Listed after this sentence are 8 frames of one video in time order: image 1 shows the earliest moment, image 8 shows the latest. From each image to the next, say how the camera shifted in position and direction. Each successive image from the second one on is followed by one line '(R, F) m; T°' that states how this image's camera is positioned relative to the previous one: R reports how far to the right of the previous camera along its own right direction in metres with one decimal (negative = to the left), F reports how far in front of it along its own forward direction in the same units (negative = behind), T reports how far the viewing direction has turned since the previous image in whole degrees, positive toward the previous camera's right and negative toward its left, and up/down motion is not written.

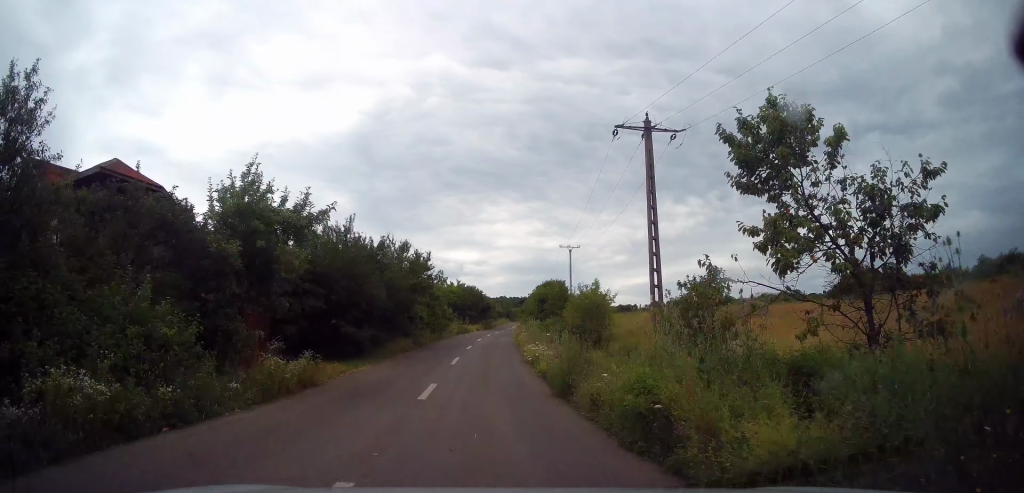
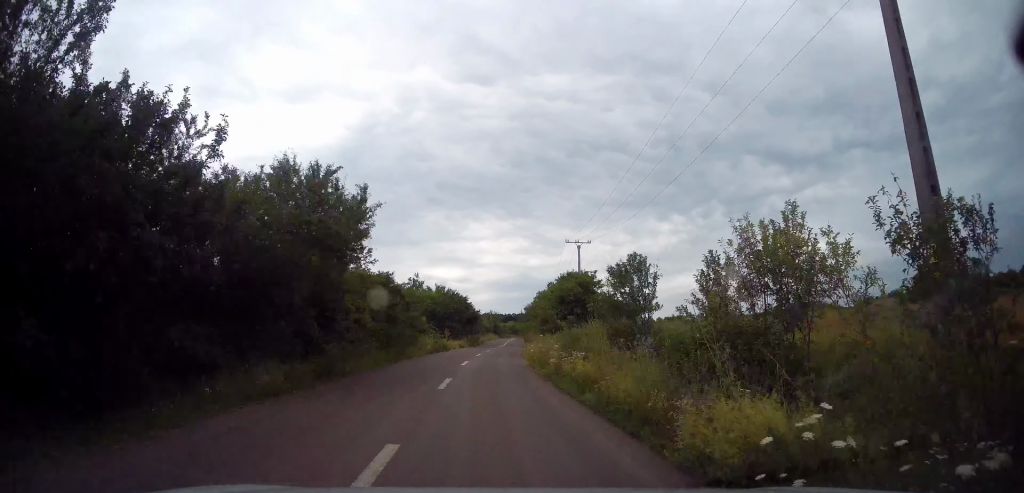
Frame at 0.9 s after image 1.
(-0.1, +13.1) m; +1°
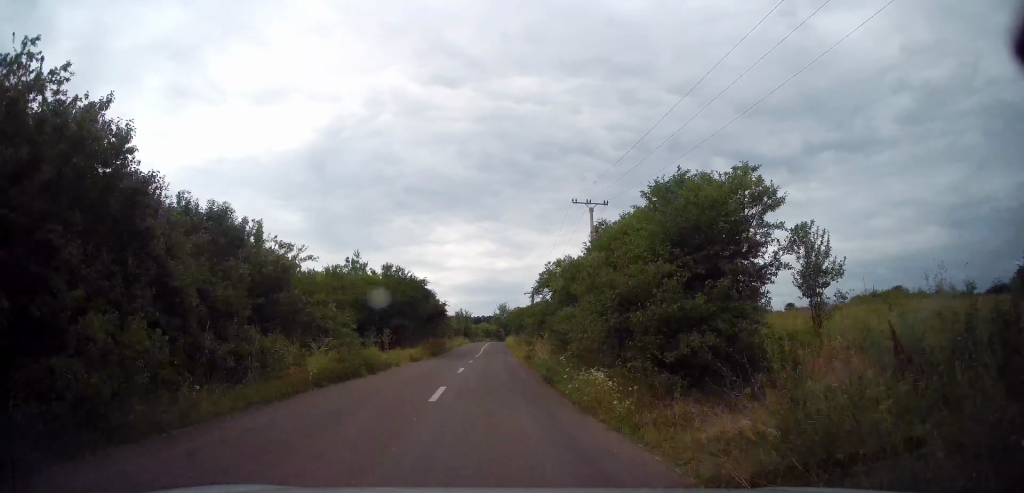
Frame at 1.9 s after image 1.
(+0.5, +14.9) m; +2°
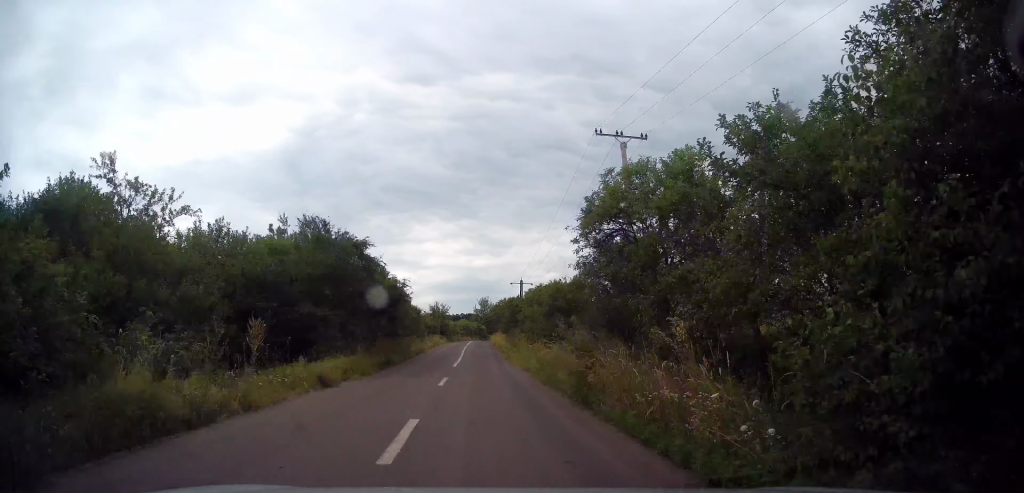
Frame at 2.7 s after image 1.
(+0.4, +11.7) m; -4°
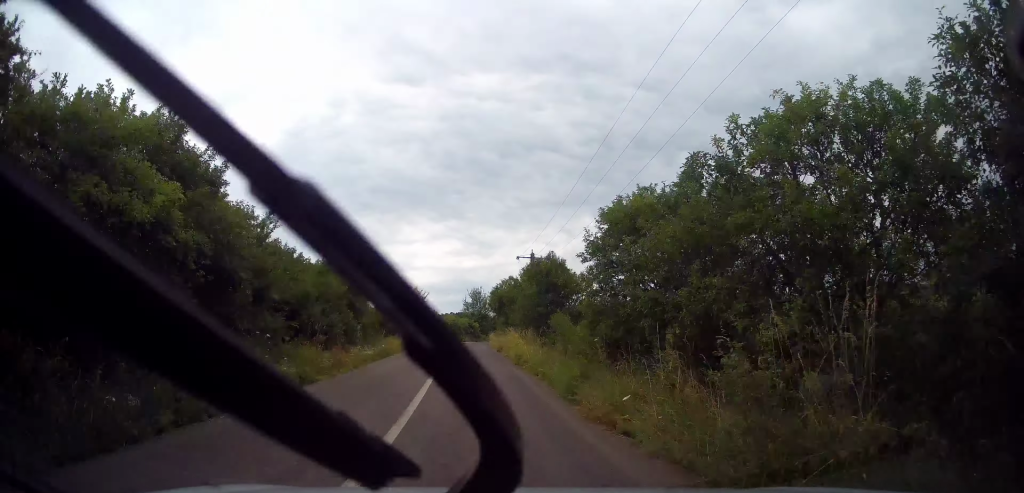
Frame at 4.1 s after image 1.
(-4.7, +26.5) m; -10°
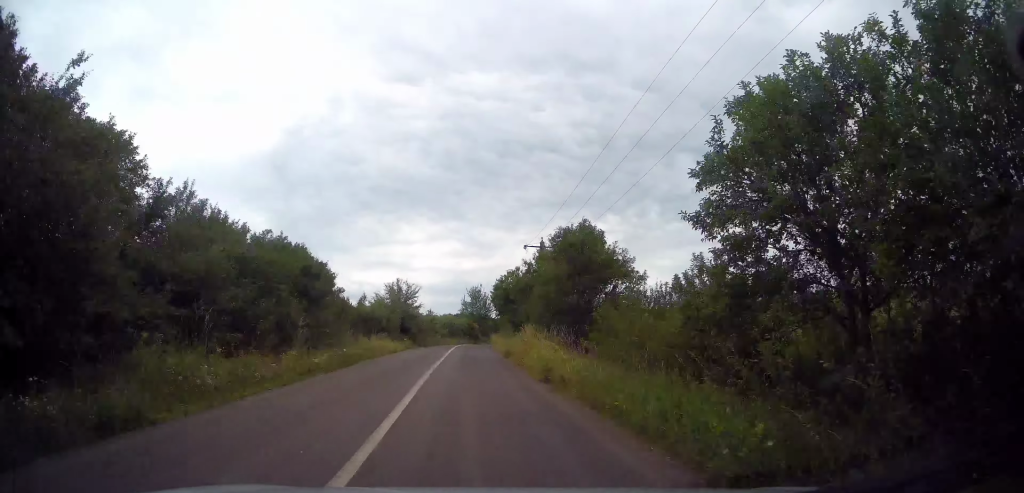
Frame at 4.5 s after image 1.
(-2.9, +9.8) m; +11°
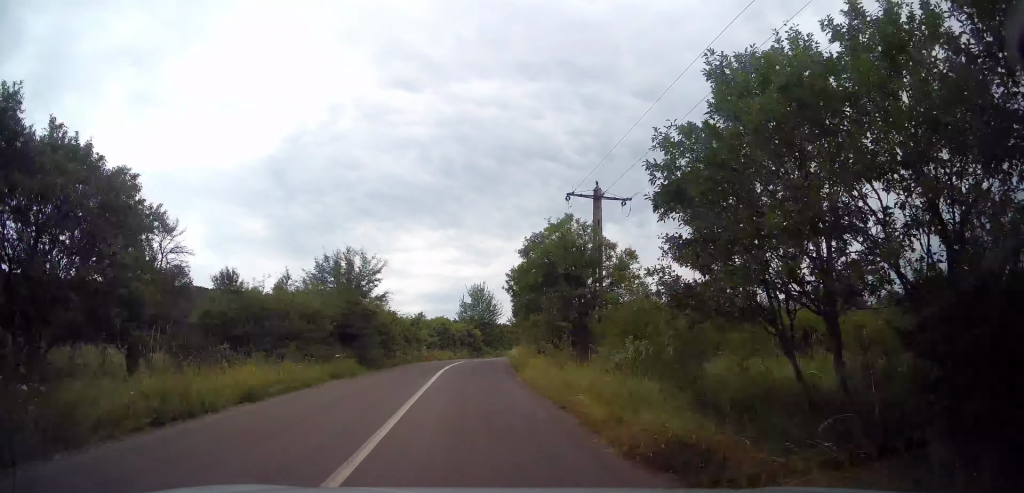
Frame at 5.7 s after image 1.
(+10.3, +20.5) m; +29°
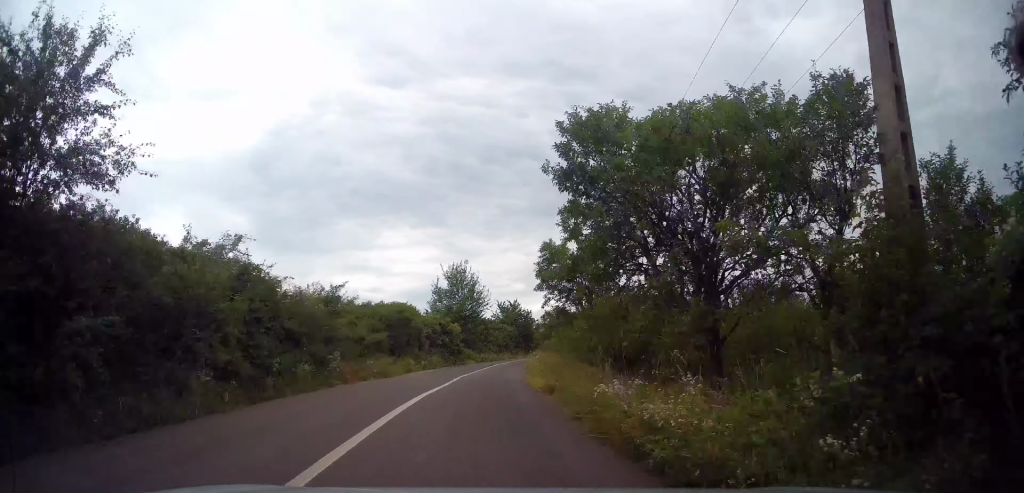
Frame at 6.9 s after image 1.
(-2.2, +24.3) m; -13°
